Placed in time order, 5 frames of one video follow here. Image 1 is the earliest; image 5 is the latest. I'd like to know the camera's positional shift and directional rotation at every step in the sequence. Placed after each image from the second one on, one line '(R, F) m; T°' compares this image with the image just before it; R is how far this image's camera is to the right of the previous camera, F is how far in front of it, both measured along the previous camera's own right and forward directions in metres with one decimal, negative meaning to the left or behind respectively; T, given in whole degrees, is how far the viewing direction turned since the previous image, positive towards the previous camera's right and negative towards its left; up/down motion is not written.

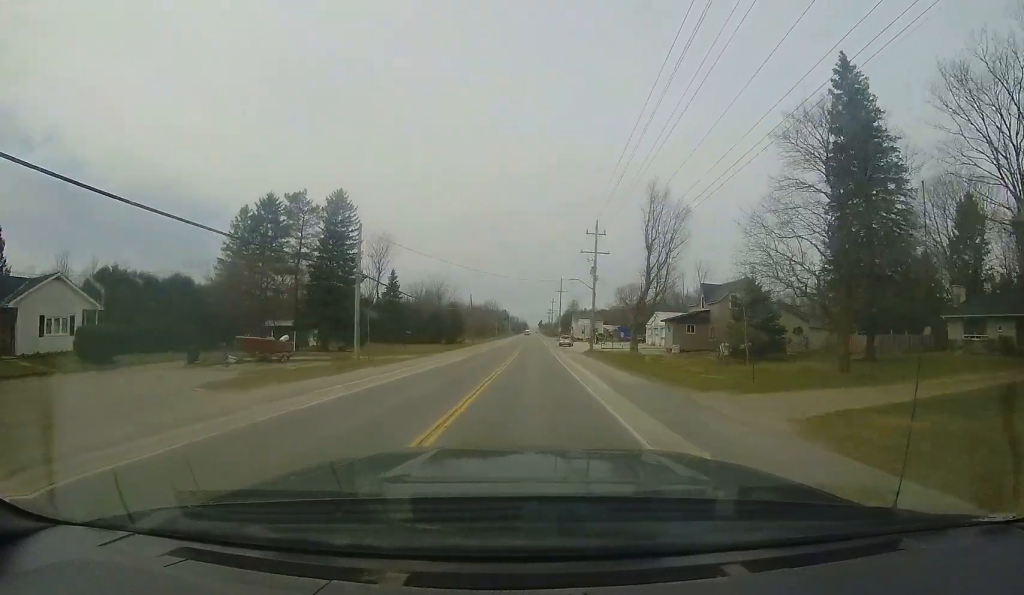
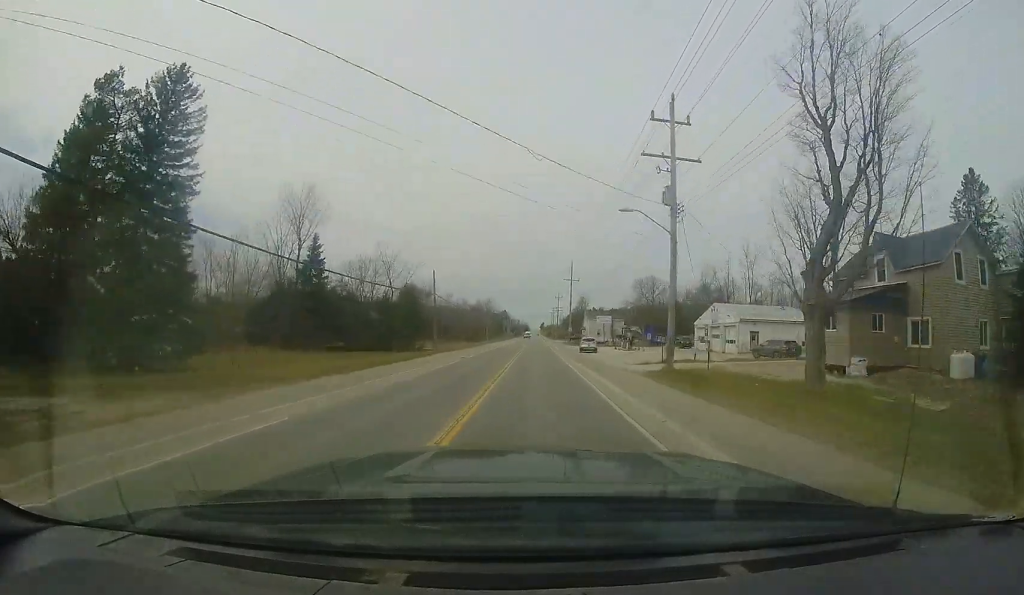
(+0.1, +21.9) m; +1°
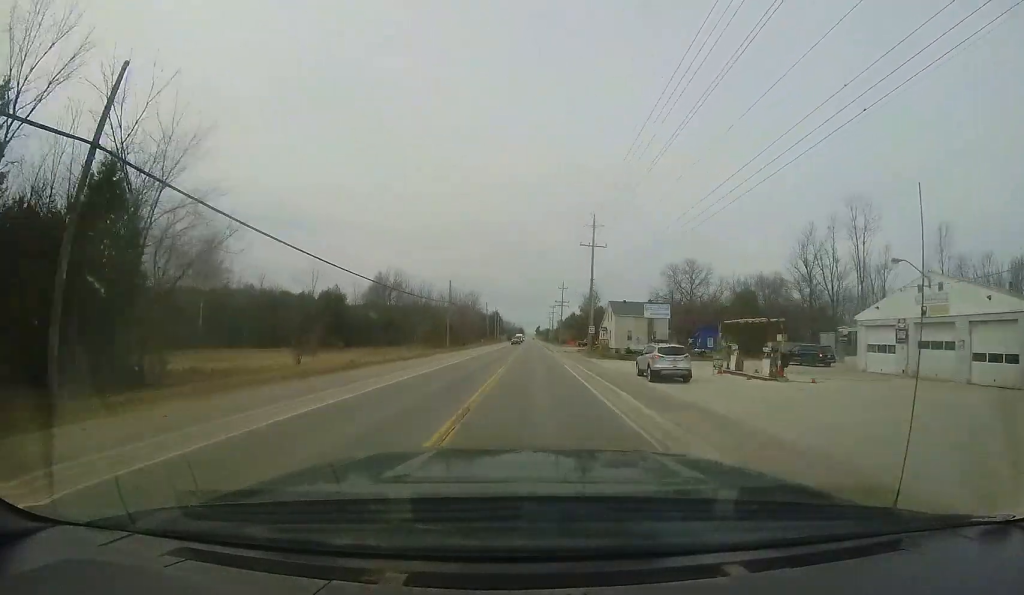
(+0.1, +28.9) m; -1°
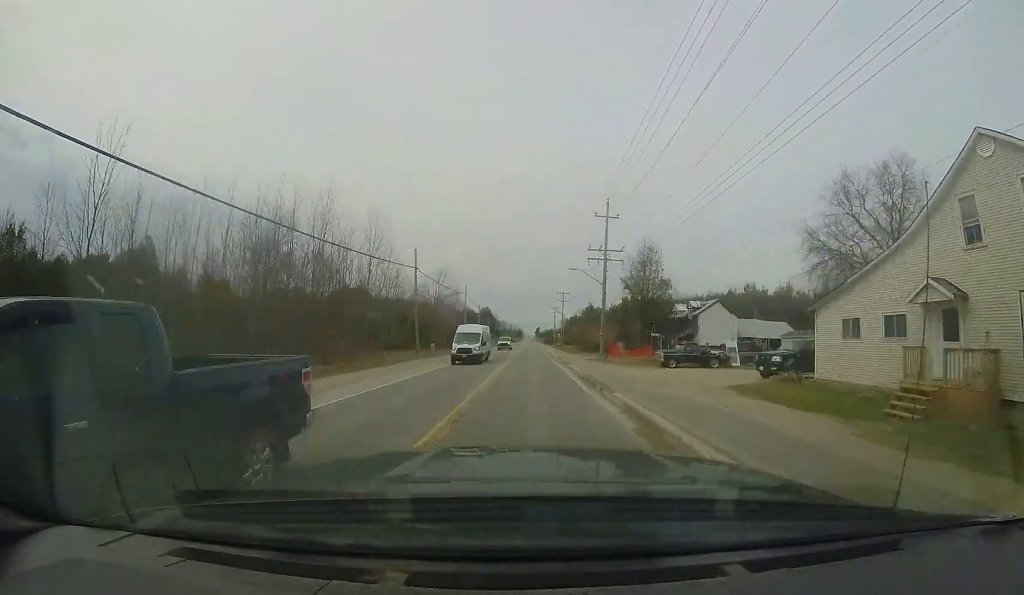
(+0.3, +47.7) m; +2°
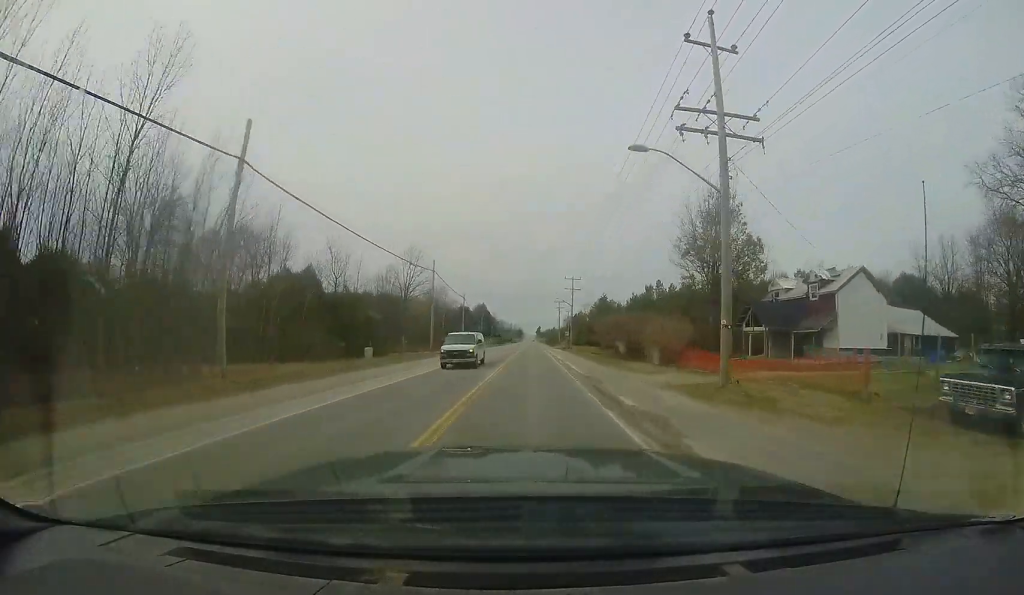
(0.0, +20.1) m; 0°
